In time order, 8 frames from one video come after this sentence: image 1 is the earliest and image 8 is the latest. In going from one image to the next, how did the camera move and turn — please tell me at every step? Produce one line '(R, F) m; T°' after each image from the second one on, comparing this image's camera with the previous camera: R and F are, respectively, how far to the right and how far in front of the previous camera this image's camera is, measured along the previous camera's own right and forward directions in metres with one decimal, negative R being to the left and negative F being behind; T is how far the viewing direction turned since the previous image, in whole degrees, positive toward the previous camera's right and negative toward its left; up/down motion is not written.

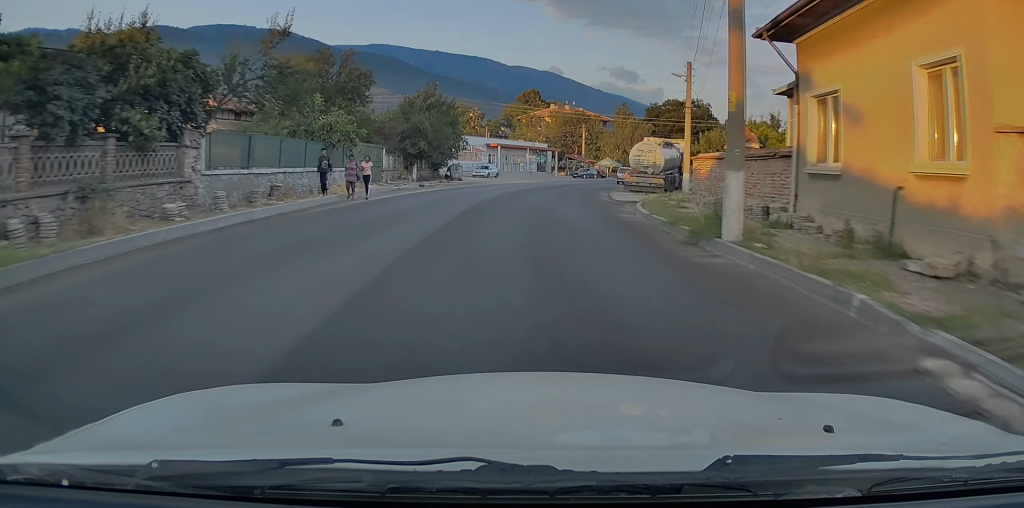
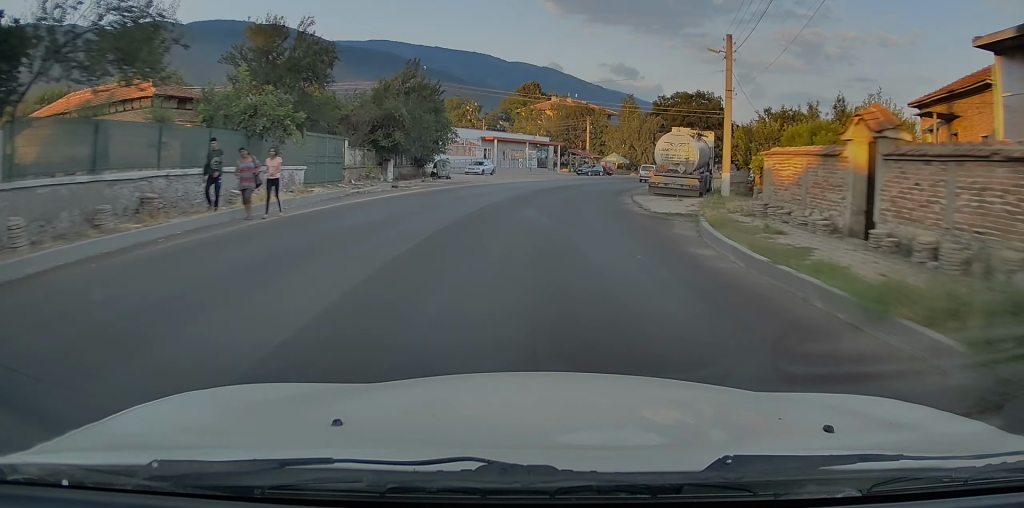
(0.0, +7.8) m; +1°
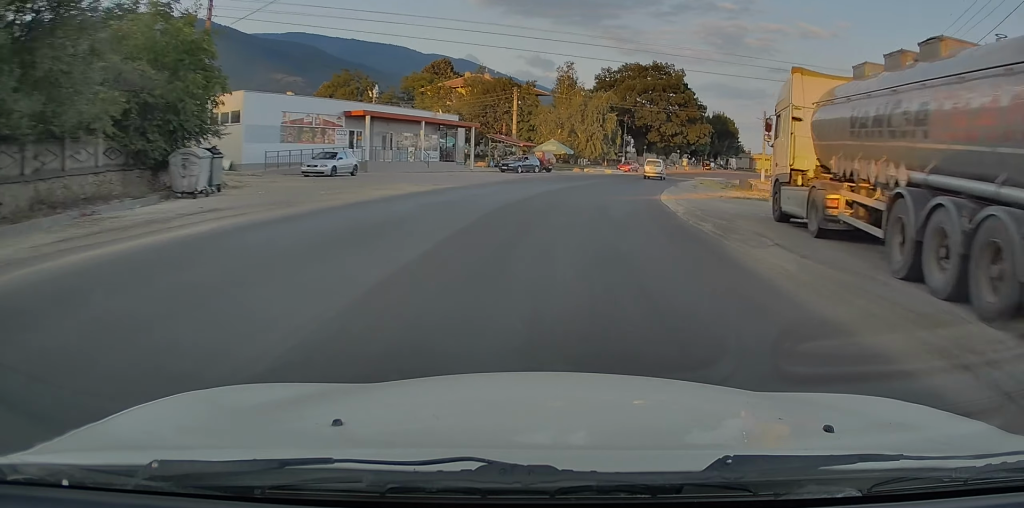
(+1.6, +27.4) m; +7°
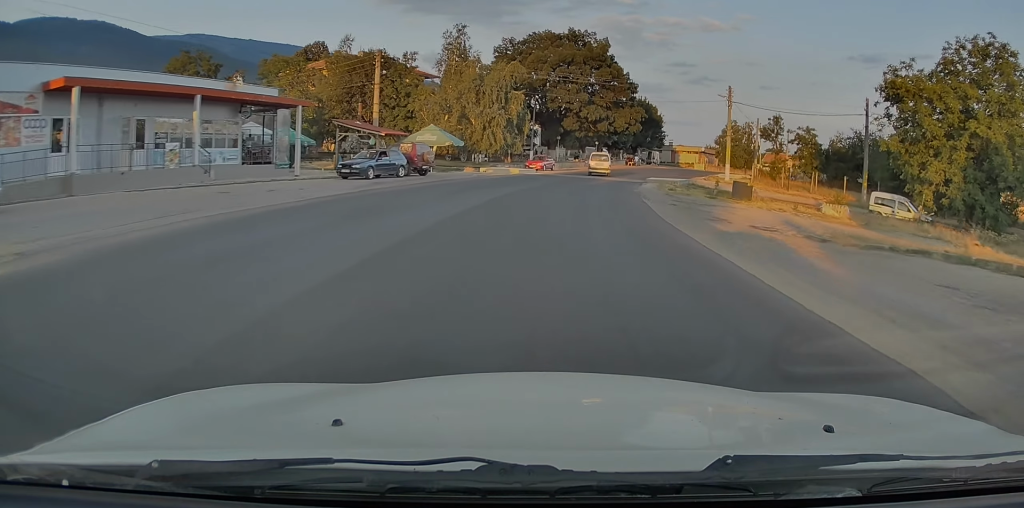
(+0.7, +21.0) m; +7°
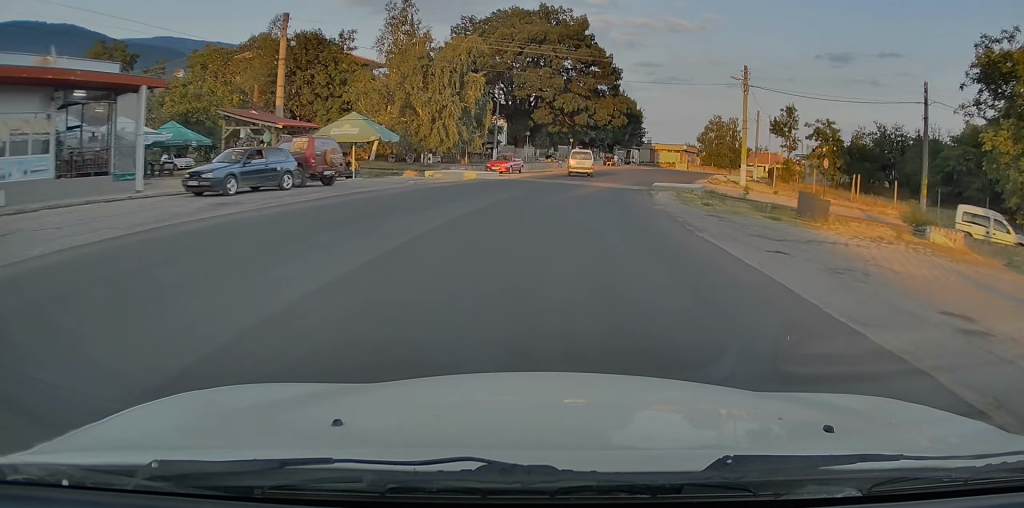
(+0.8, +12.0) m; +7°
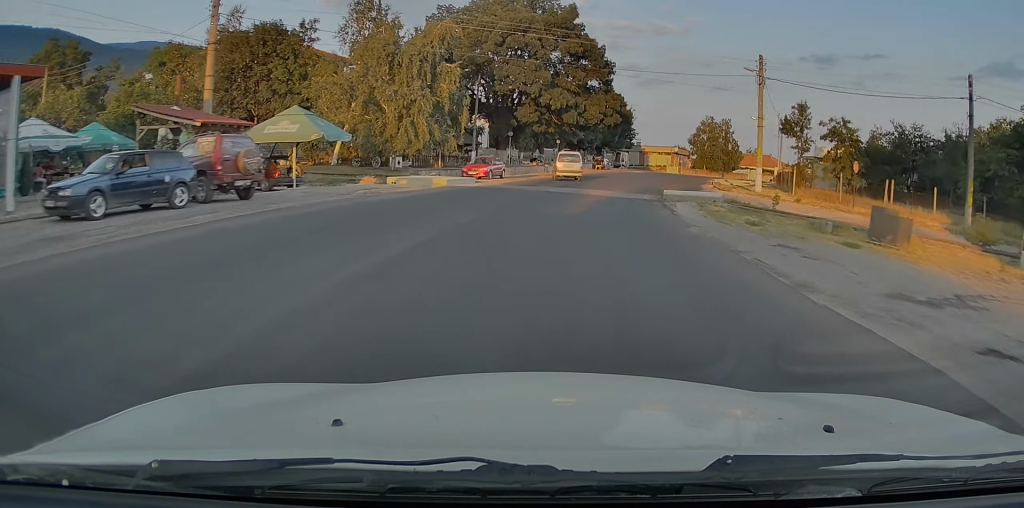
(+0.3, +6.0) m; +3°
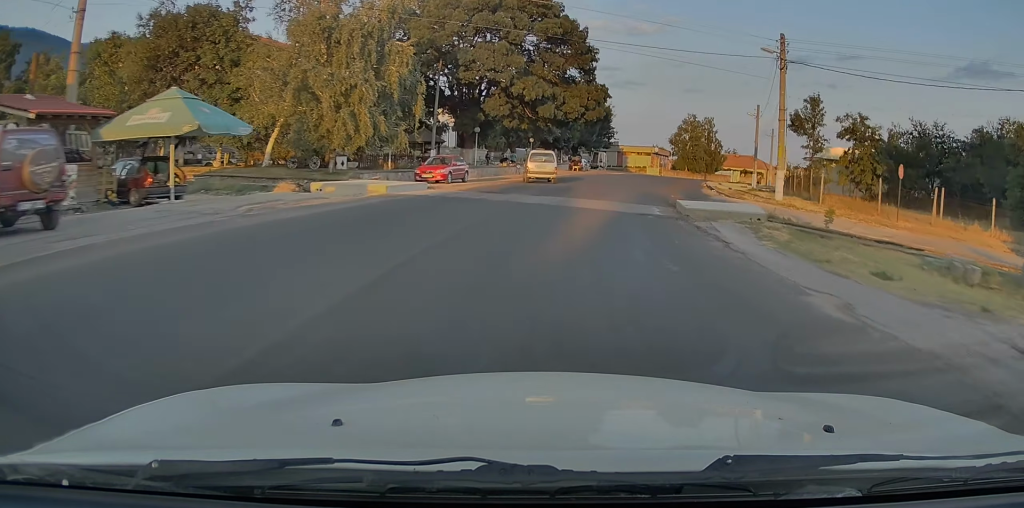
(+0.2, +7.3) m; +3°
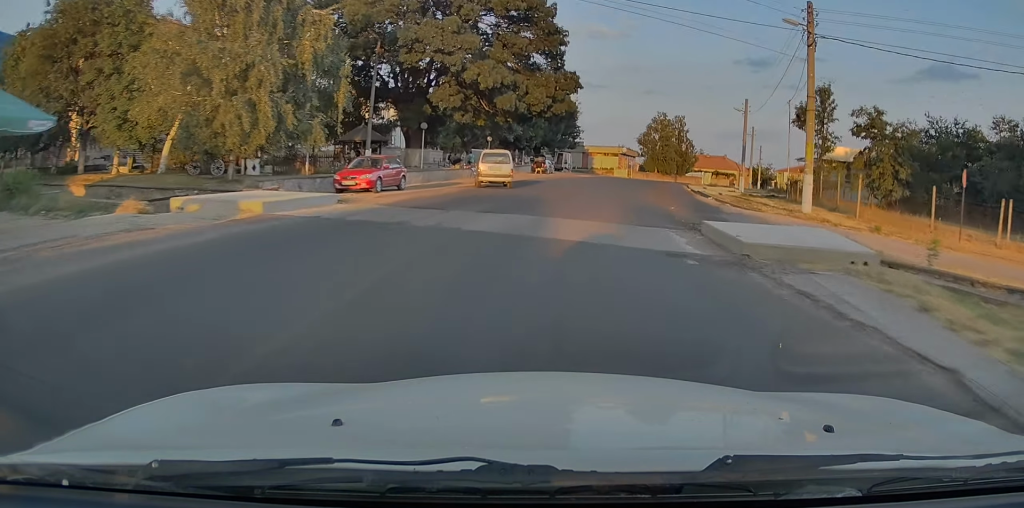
(+0.2, +7.4) m; +2°
